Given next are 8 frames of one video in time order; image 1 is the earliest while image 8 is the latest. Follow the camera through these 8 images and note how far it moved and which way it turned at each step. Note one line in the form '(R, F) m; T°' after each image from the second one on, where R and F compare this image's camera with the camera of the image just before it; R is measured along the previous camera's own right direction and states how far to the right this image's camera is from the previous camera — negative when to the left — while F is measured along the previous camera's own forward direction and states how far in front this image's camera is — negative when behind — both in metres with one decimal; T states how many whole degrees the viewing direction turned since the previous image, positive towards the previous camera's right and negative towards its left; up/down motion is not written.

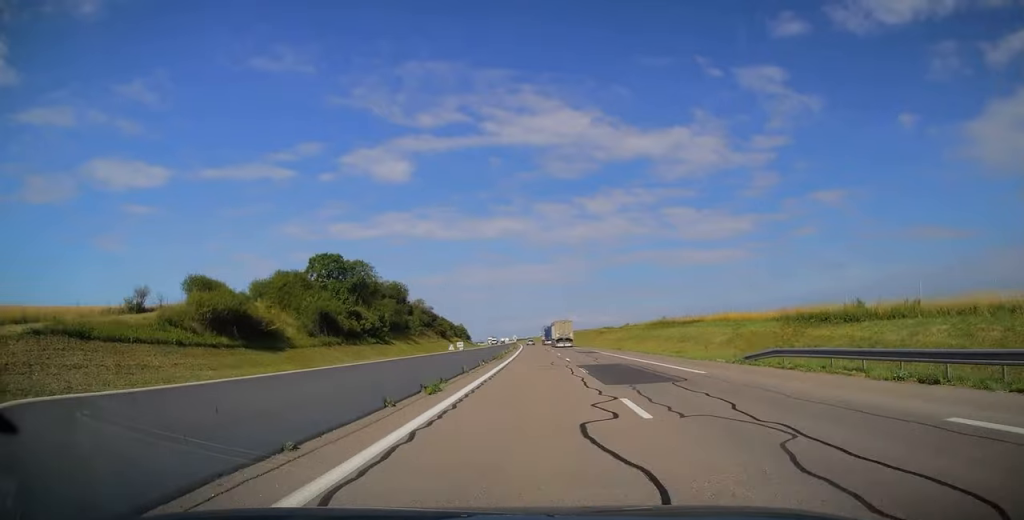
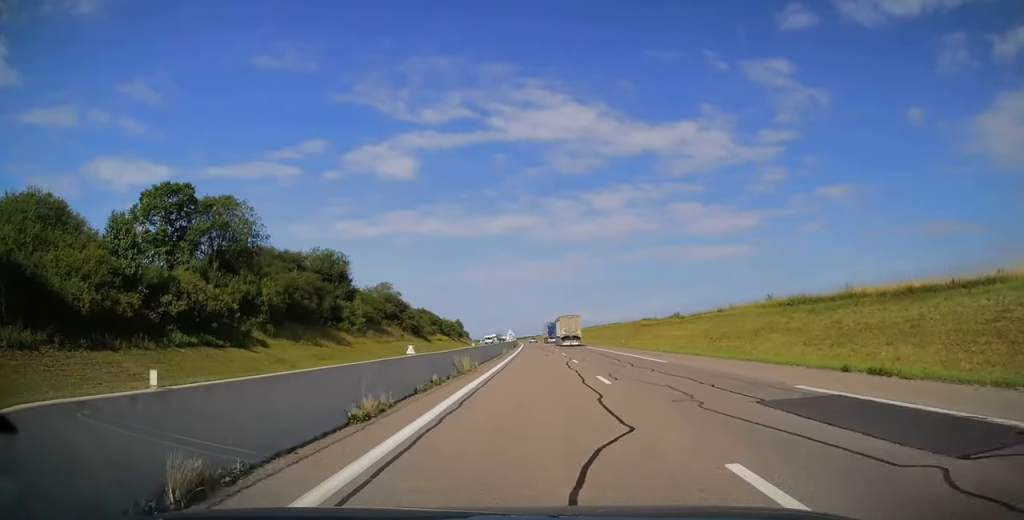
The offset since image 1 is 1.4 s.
(-0.3, +50.1) m; -1°
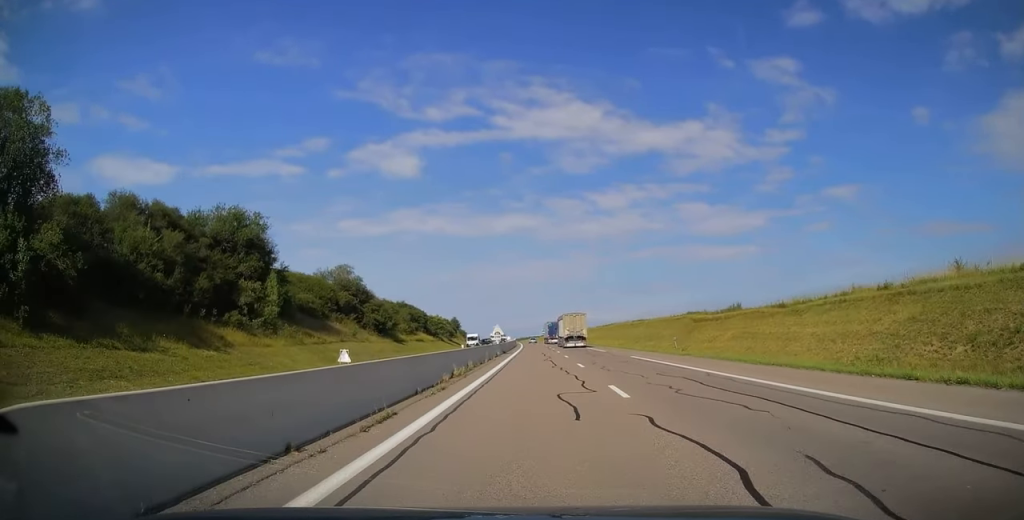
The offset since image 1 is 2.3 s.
(-0.4, +29.1) m; -1°
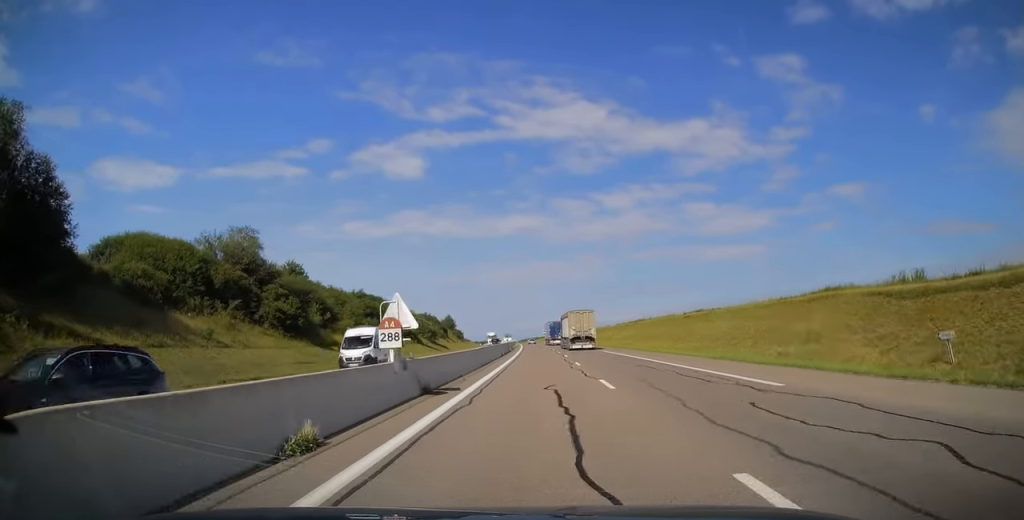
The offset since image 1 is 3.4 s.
(-0.2, +35.4) m; -1°
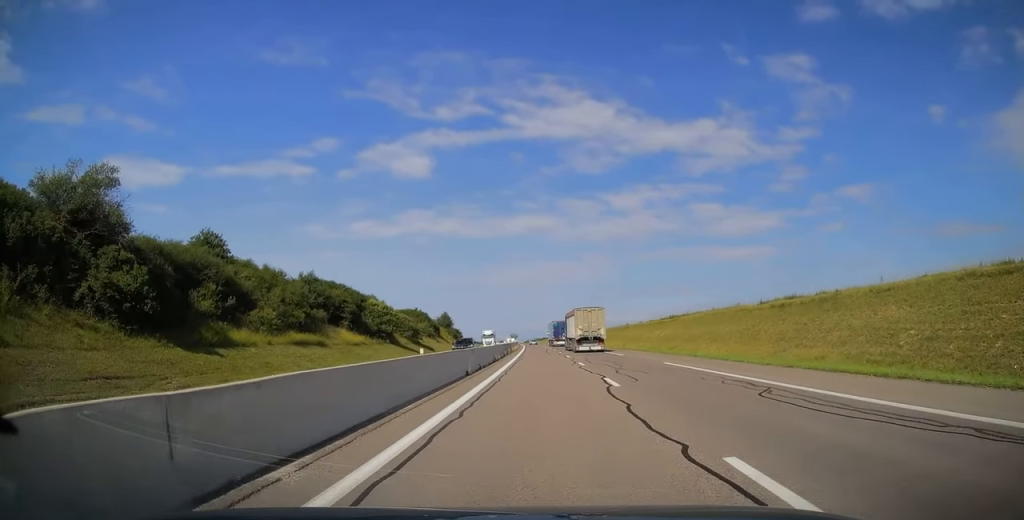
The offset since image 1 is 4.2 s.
(-0.2, +23.3) m; -1°
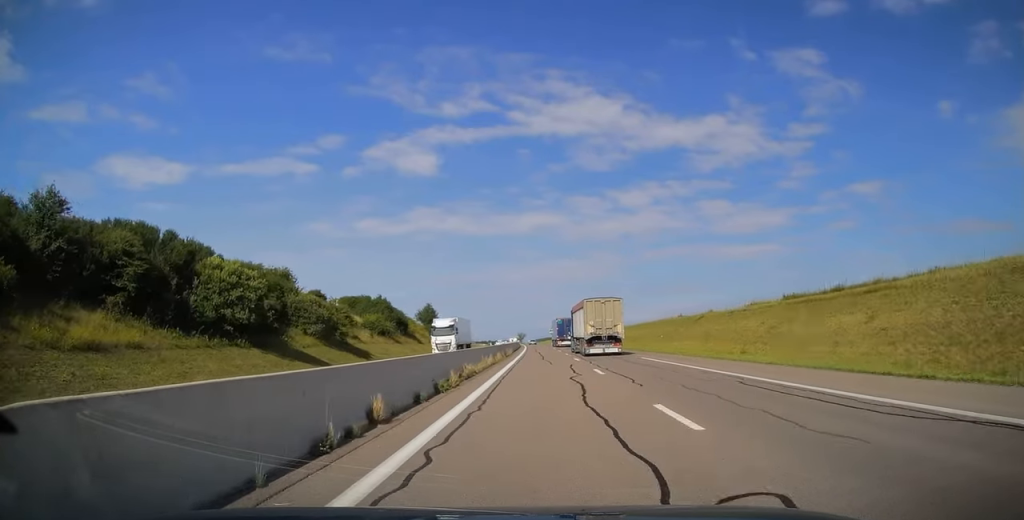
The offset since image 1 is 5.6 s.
(-0.3, +43.4) m; 0°
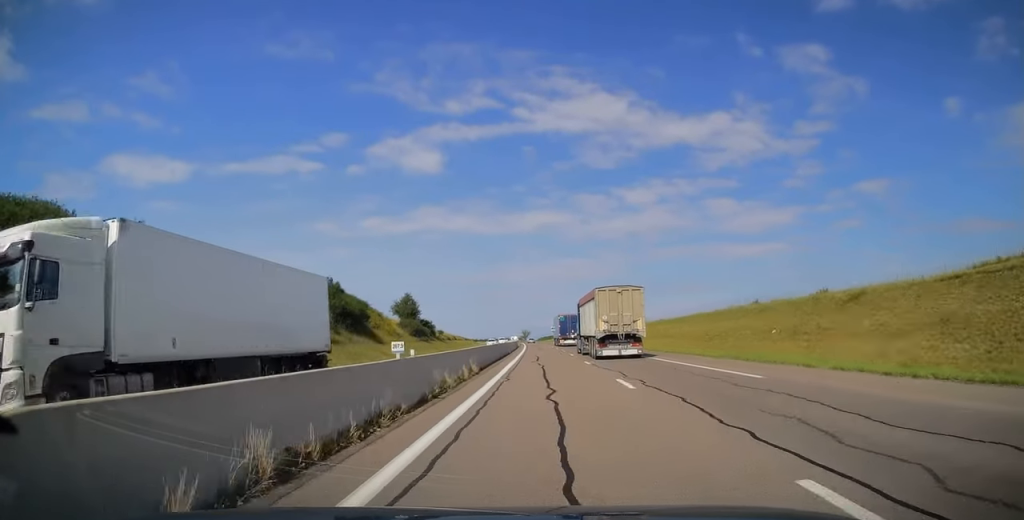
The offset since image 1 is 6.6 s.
(0.0, +34.8) m; 0°
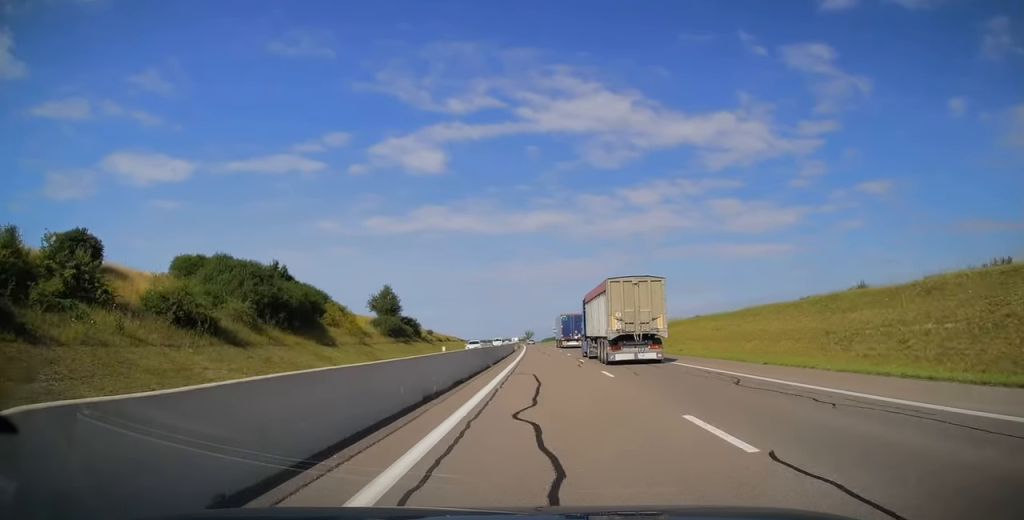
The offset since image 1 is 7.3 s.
(-0.1, +21.8) m; 0°
